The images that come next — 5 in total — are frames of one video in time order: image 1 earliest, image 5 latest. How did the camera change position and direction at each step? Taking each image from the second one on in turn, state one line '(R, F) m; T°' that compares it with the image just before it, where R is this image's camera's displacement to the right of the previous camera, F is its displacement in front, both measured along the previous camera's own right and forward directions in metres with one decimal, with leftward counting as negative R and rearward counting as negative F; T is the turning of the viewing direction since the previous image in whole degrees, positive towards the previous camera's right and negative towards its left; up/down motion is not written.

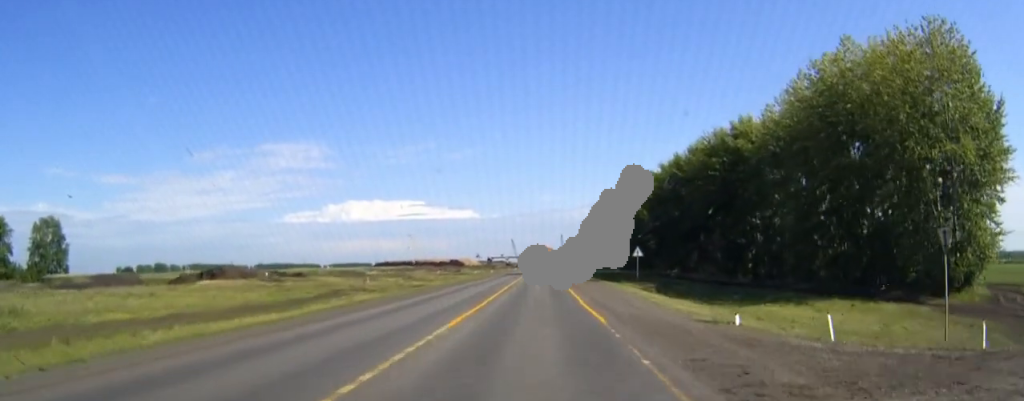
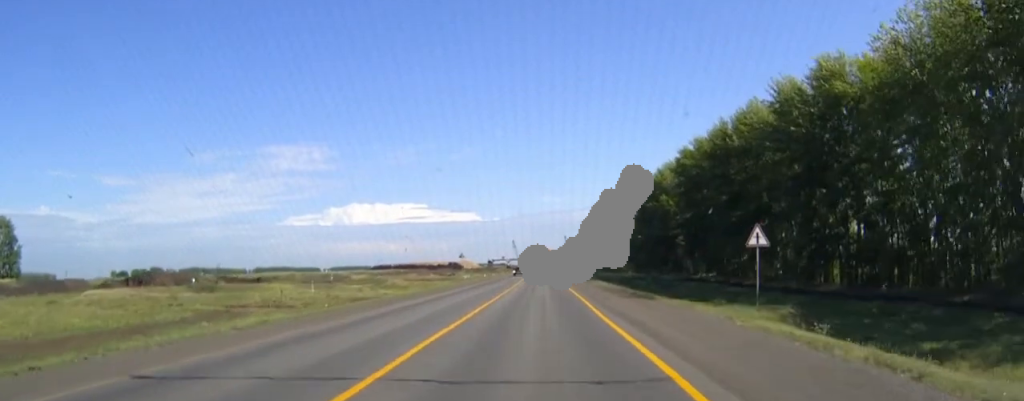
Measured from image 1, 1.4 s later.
(0.0, +31.1) m; 0°
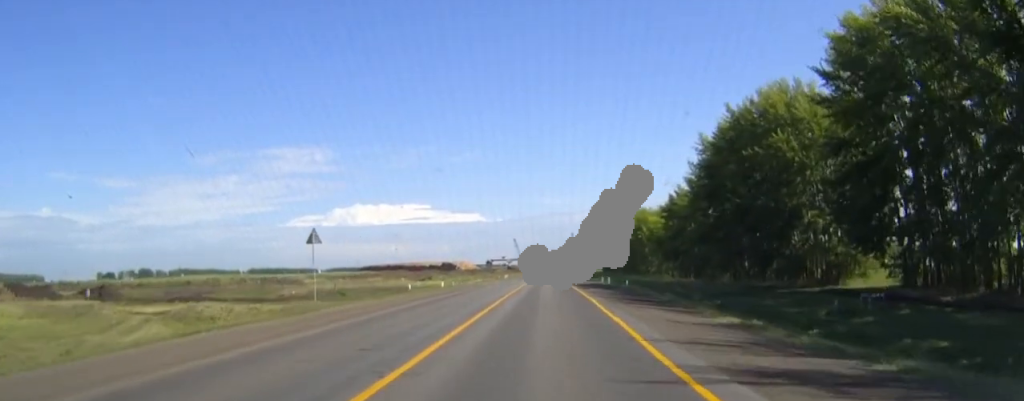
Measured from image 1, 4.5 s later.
(-0.1, +66.2) m; 0°
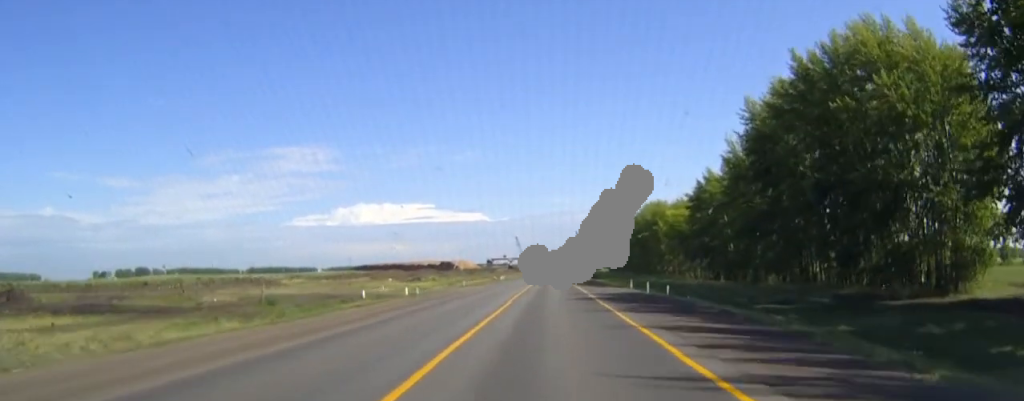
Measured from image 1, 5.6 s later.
(-0.1, +23.3) m; 0°
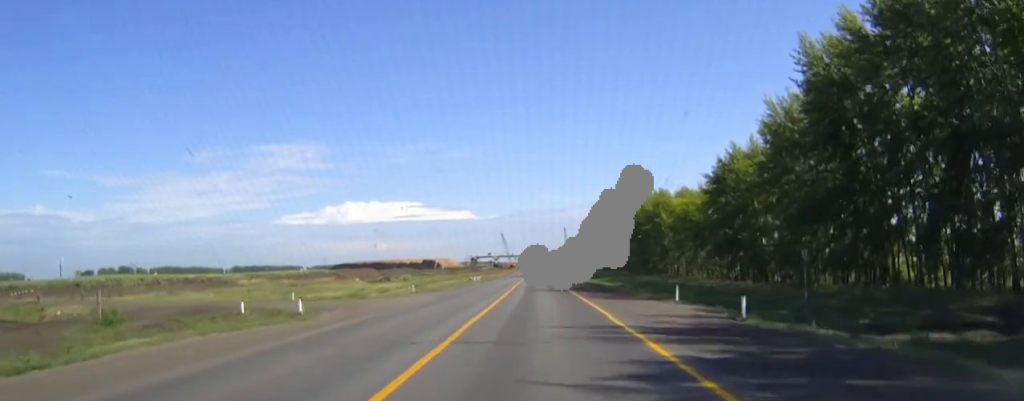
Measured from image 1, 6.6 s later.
(+0.1, +23.5) m; +1°
